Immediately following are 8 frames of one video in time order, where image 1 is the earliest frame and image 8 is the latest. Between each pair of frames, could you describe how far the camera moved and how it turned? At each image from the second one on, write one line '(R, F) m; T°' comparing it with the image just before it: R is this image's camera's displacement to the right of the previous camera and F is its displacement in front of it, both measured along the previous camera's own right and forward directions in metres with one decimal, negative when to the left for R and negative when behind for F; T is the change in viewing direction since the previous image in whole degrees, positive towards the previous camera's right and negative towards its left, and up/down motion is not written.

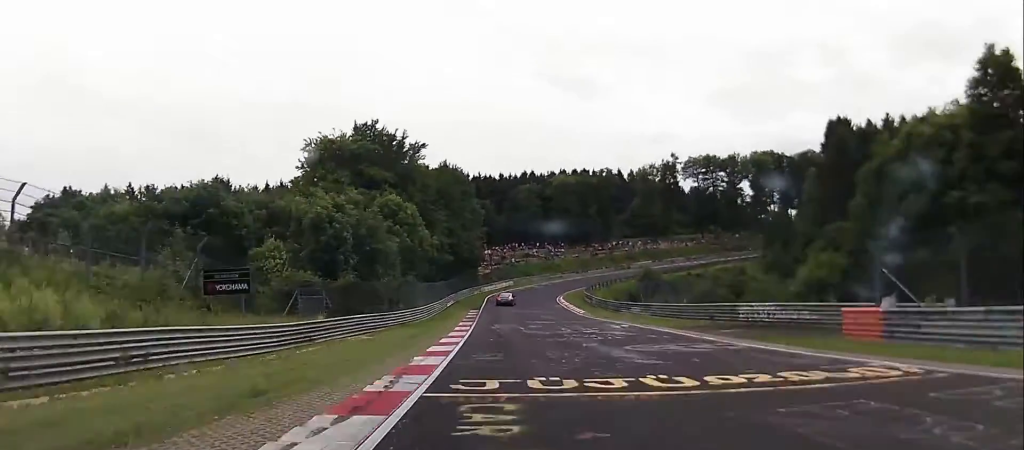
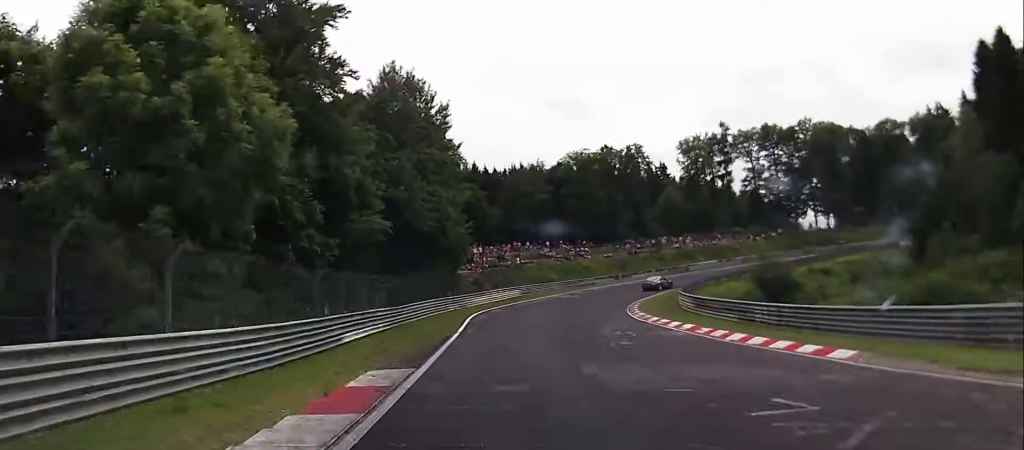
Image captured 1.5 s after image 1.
(+0.6, +50.2) m; +2°
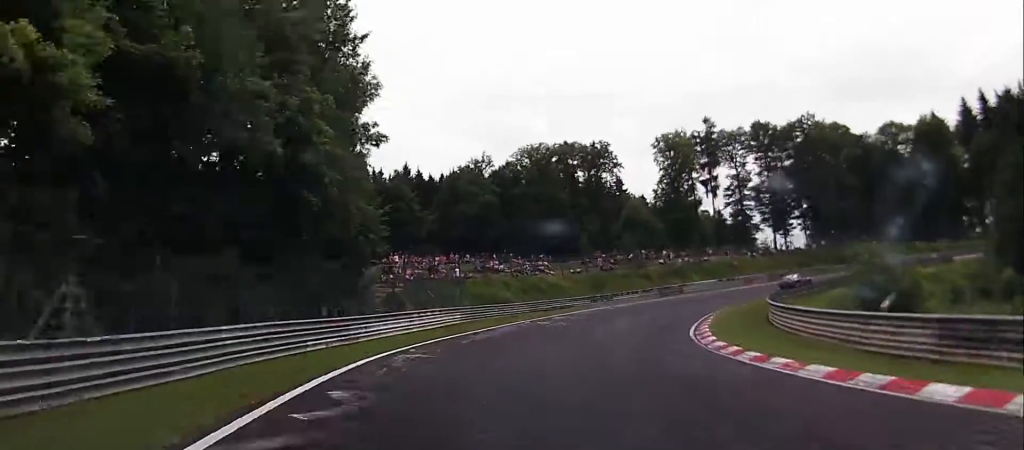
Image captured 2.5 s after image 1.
(+0.6, +27.3) m; +8°
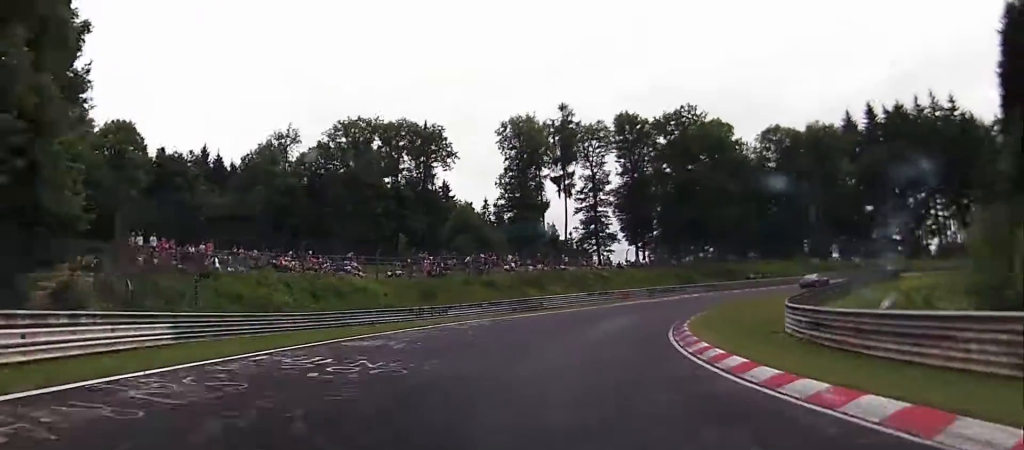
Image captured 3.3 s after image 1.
(+1.8, +21.2) m; +14°
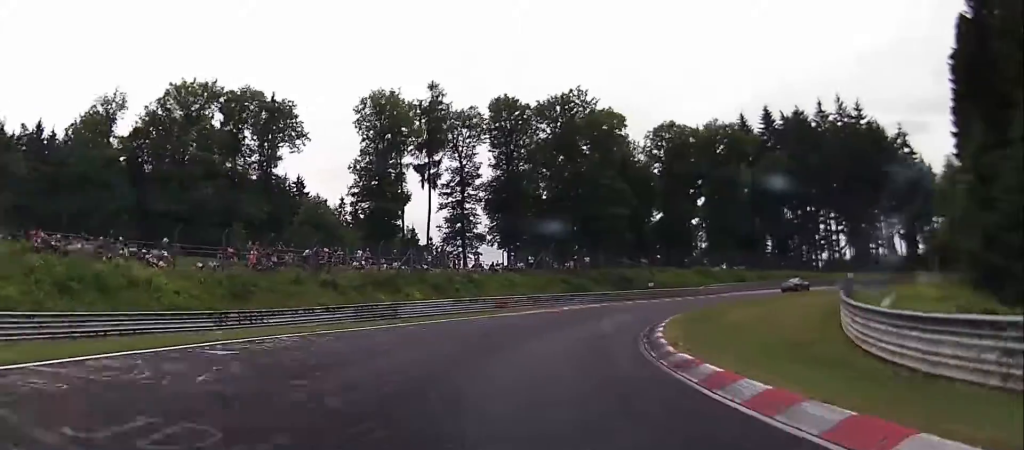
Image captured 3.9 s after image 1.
(+0.1, +14.1) m; +13°
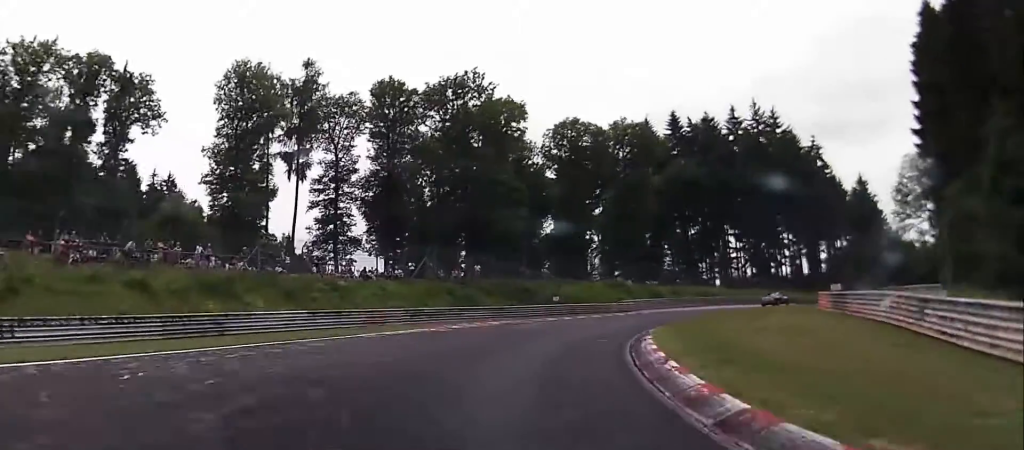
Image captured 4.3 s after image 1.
(+2.5, +11.5) m; +11°
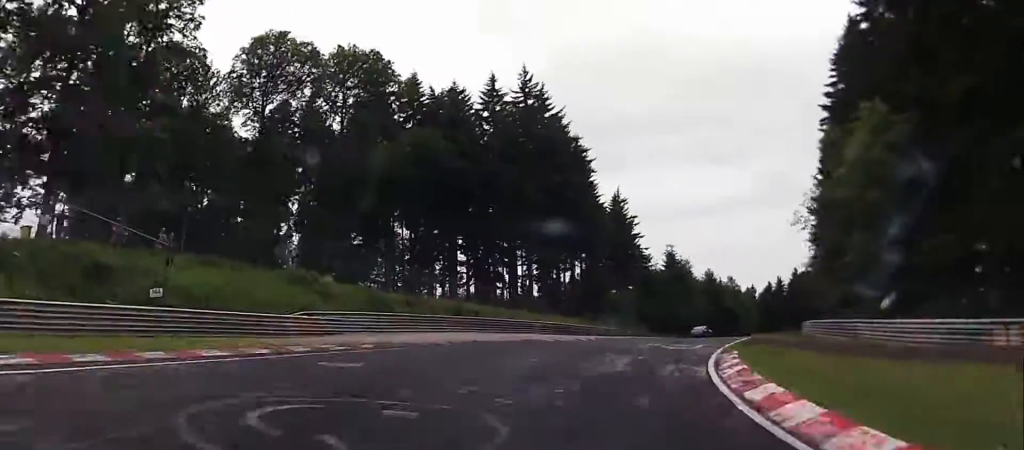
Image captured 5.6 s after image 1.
(+8.0, +32.0) m; +25°
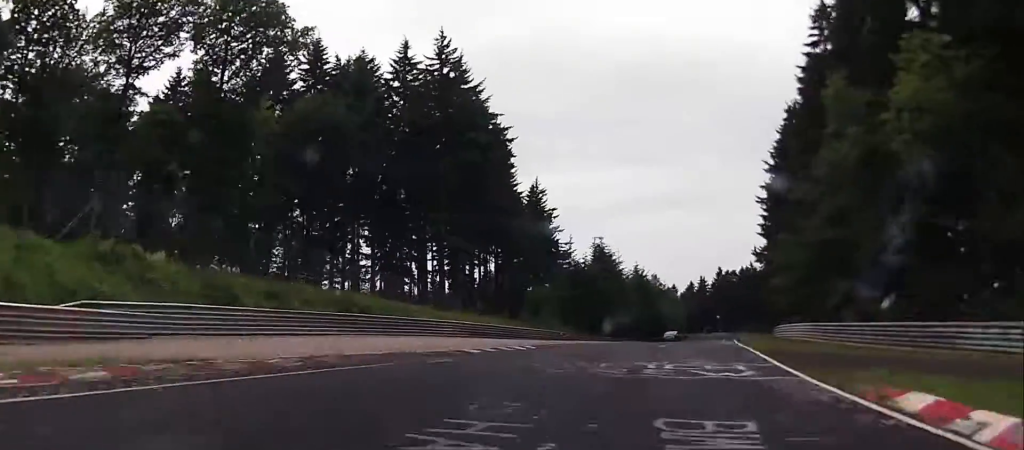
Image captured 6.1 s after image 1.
(+0.8, +12.6) m; +8°
